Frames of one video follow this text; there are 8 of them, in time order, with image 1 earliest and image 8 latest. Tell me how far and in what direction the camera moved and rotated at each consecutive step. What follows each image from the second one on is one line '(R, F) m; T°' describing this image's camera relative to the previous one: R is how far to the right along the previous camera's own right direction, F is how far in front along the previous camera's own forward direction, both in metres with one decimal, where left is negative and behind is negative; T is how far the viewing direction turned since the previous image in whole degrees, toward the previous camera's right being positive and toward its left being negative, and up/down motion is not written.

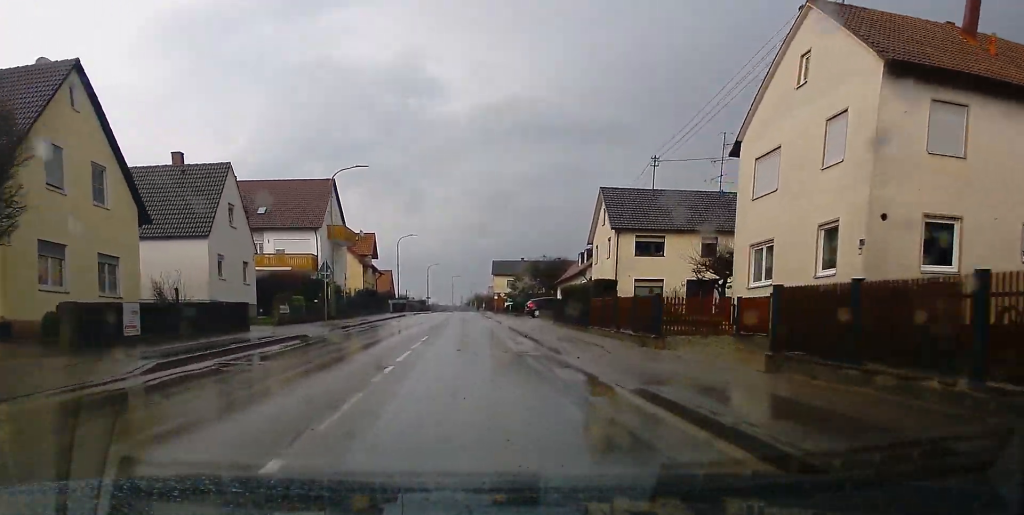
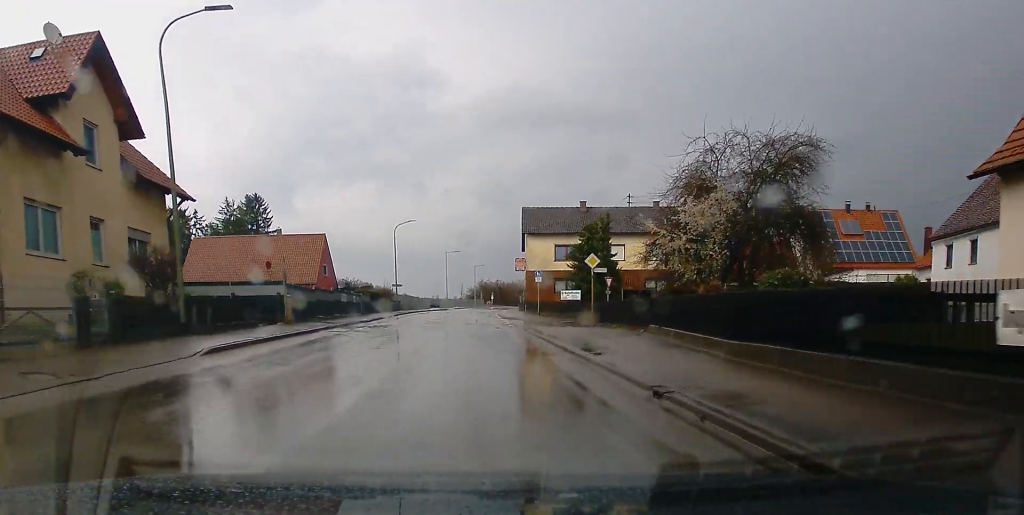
(+0.7, +69.6) m; 0°
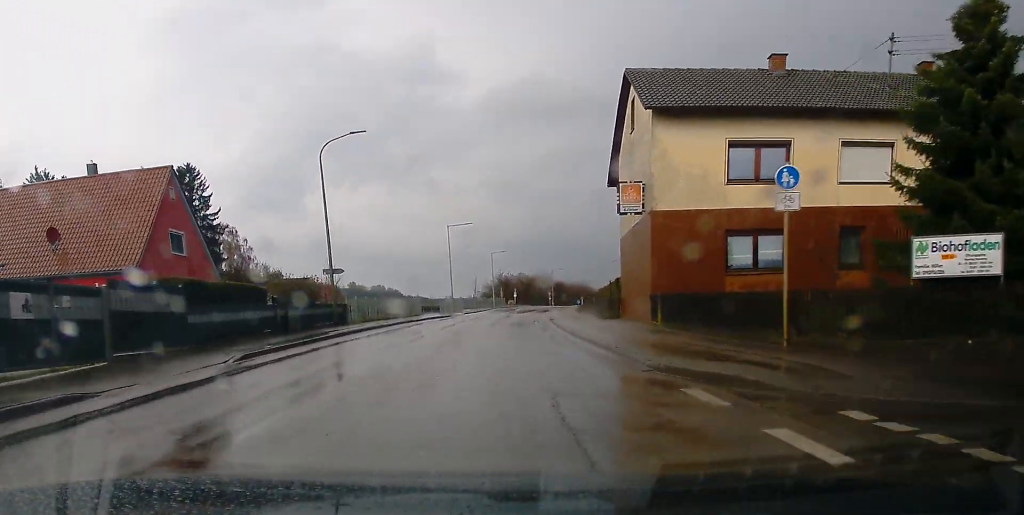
(-0.1, +39.7) m; +2°
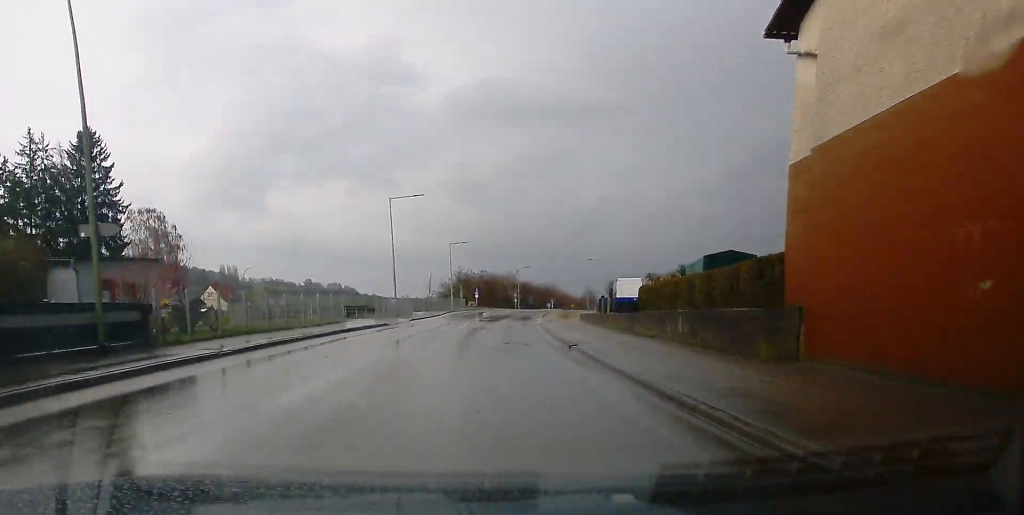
(+0.4, +19.9) m; +2°
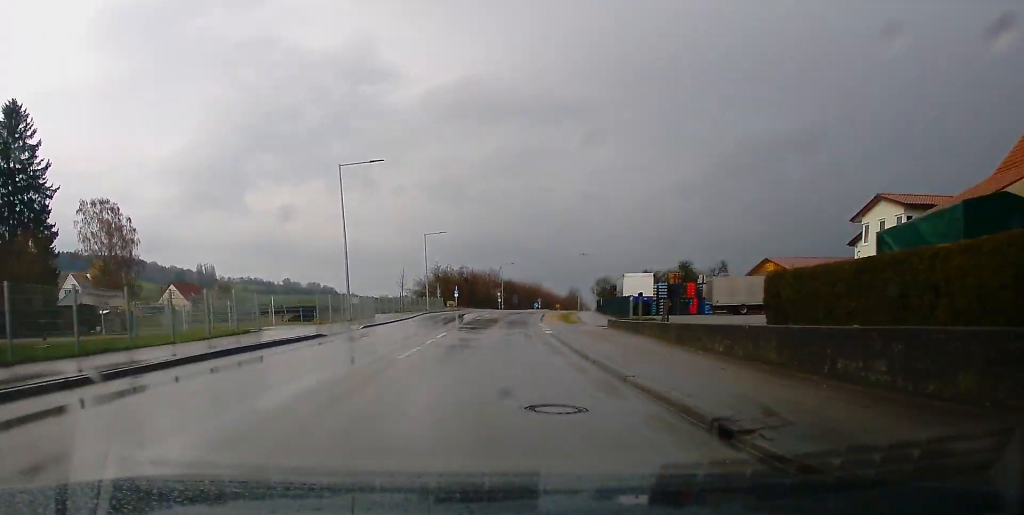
(+0.3, +13.1) m; +2°
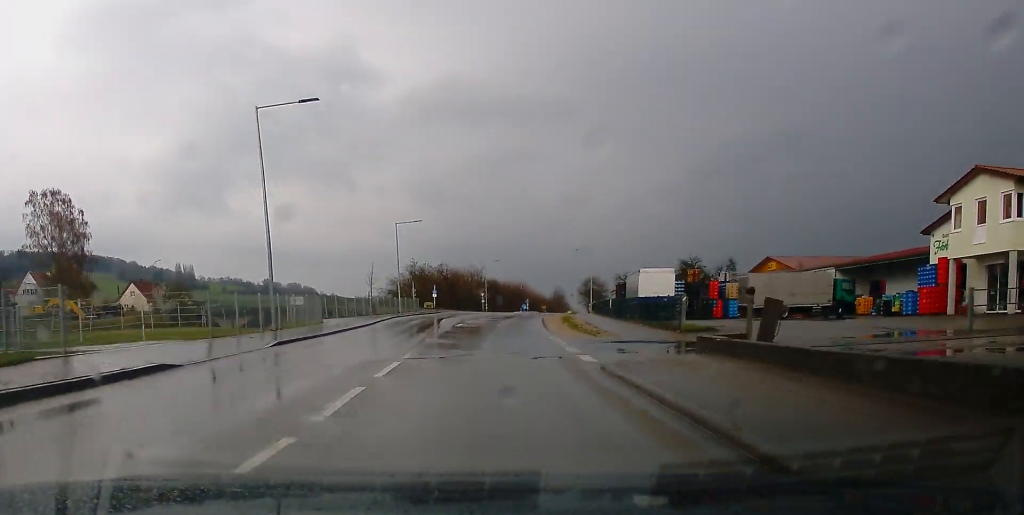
(+0.1, +12.9) m; +1°
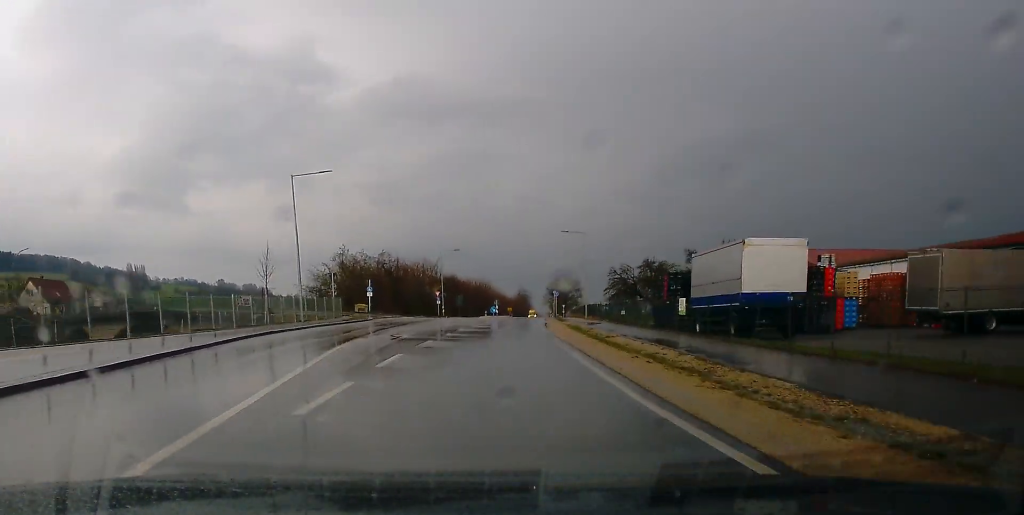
(+0.5, +28.9) m; +3°
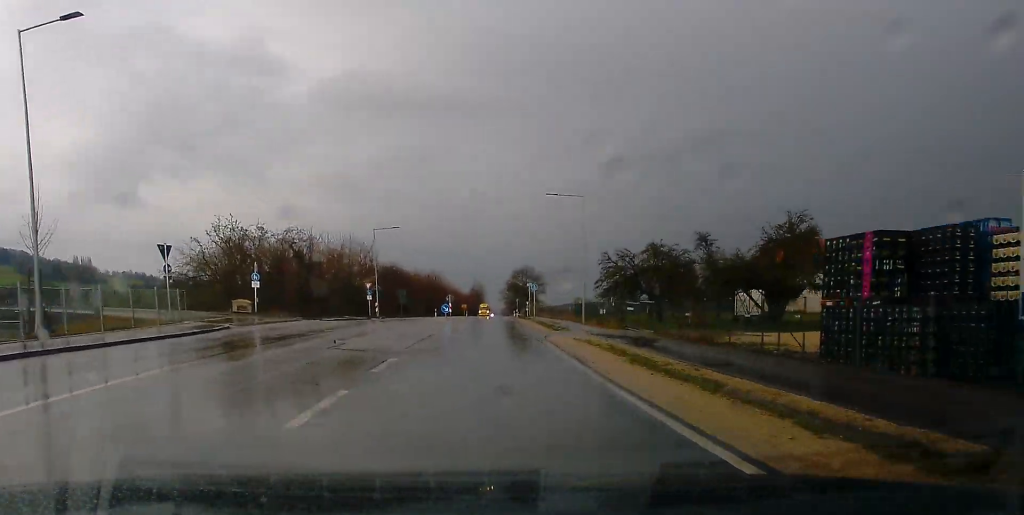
(+0.9, +24.8) m; +2°
